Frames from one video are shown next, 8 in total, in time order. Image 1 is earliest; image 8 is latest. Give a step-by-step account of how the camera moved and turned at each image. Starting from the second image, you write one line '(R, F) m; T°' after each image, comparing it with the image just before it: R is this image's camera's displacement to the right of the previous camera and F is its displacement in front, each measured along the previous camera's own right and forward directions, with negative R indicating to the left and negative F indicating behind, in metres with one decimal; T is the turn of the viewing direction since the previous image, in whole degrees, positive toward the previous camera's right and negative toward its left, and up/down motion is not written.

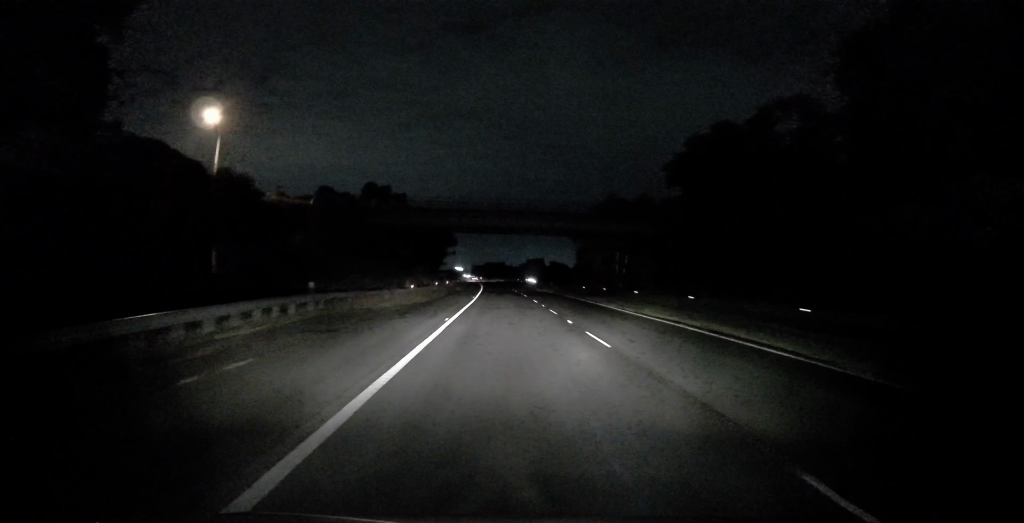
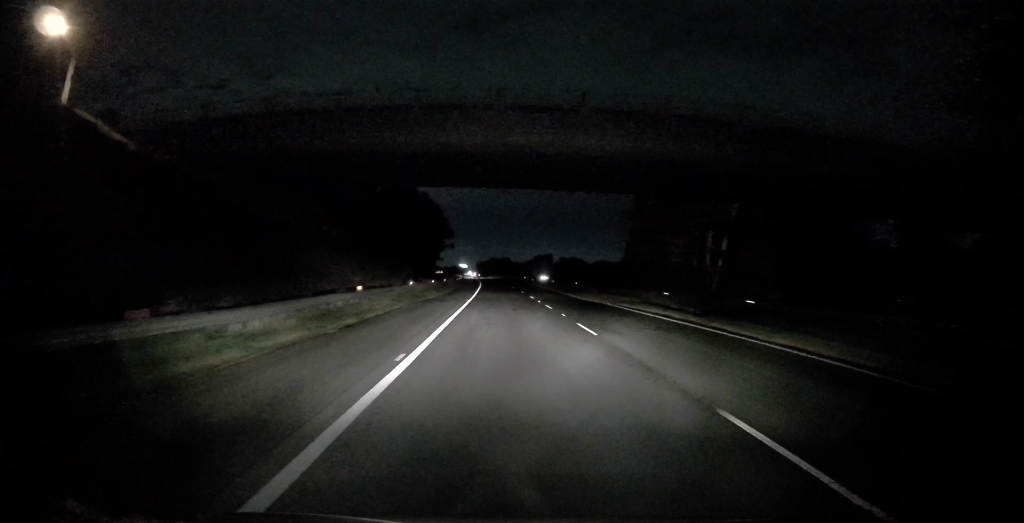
(+0.1, +42.6) m; 0°
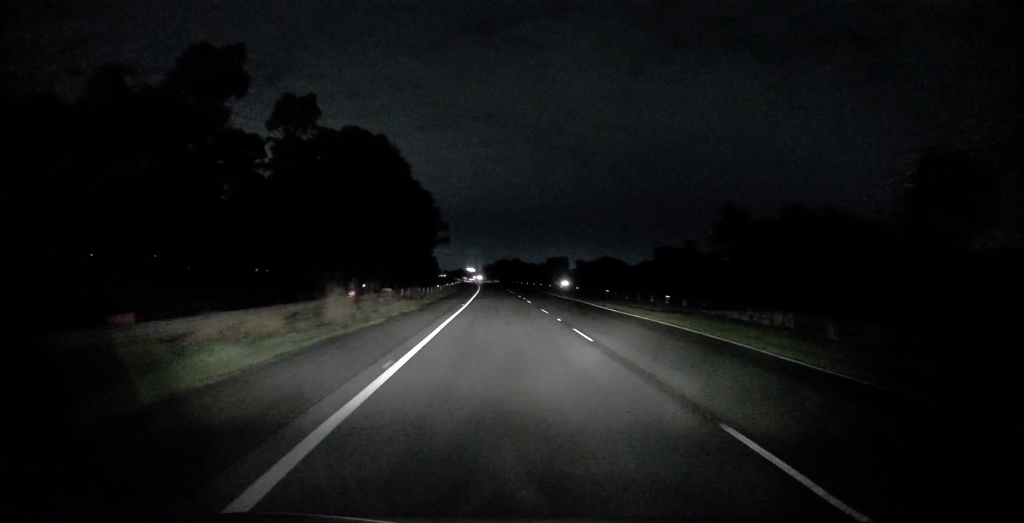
(0.0, +49.4) m; -1°
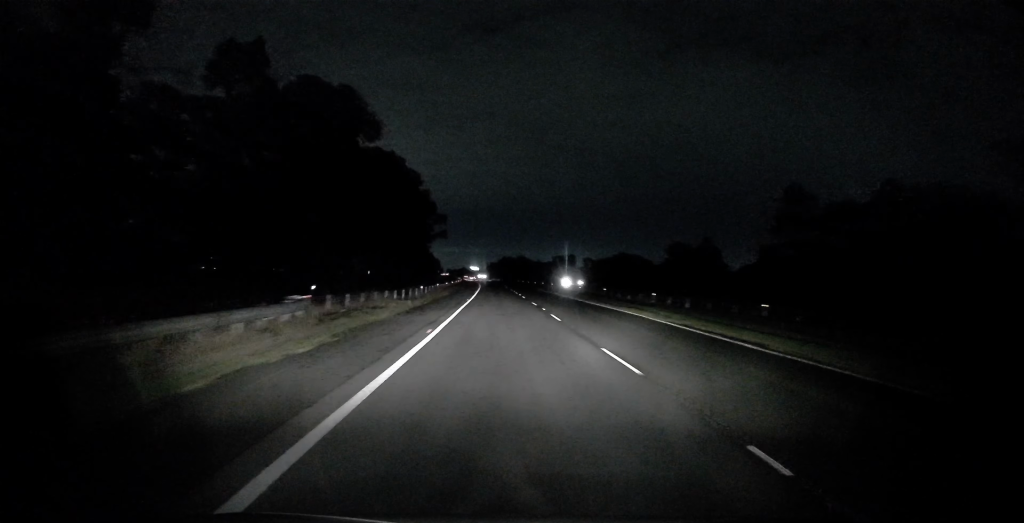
(0.0, +14.5) m; -1°
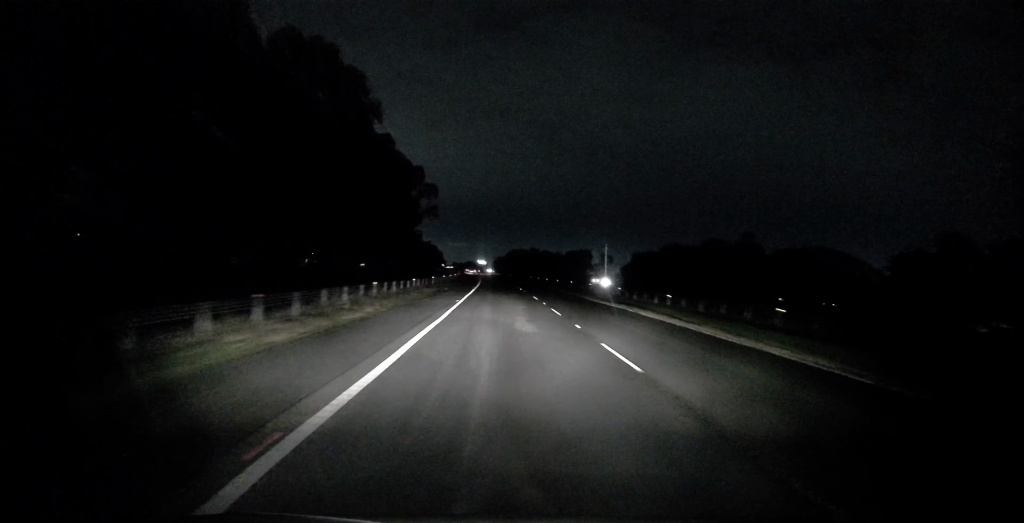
(-0.3, +26.9) m; +1°
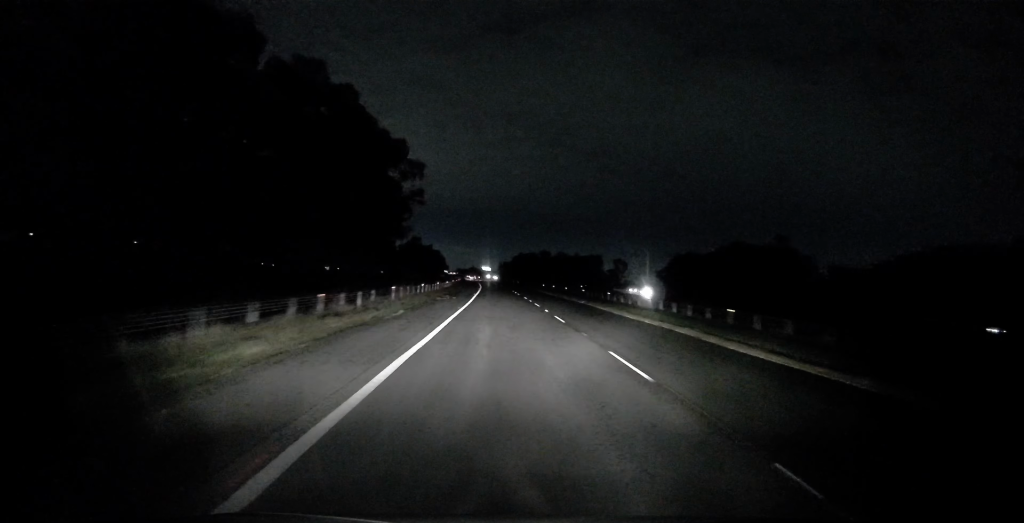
(+0.5, +19.1) m; +2°
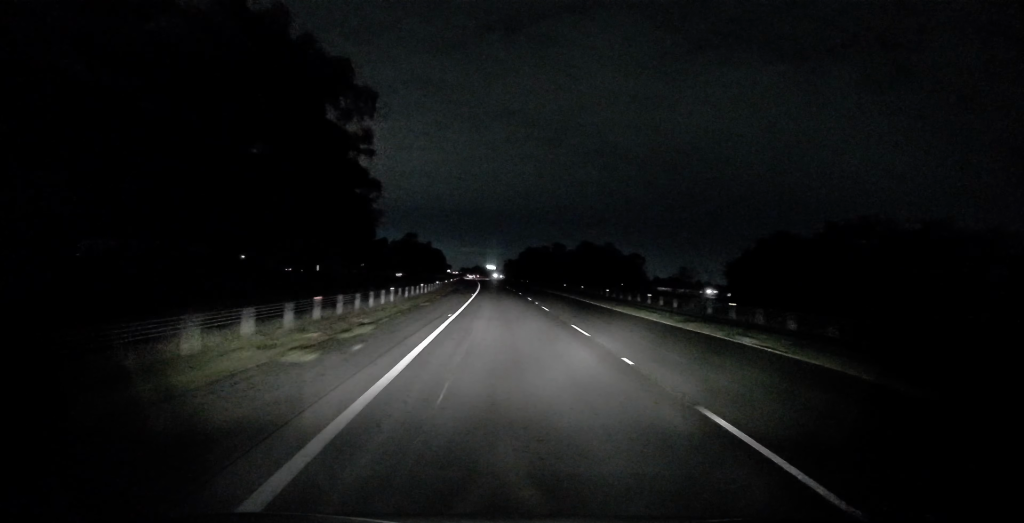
(+0.2, +26.2) m; 0°
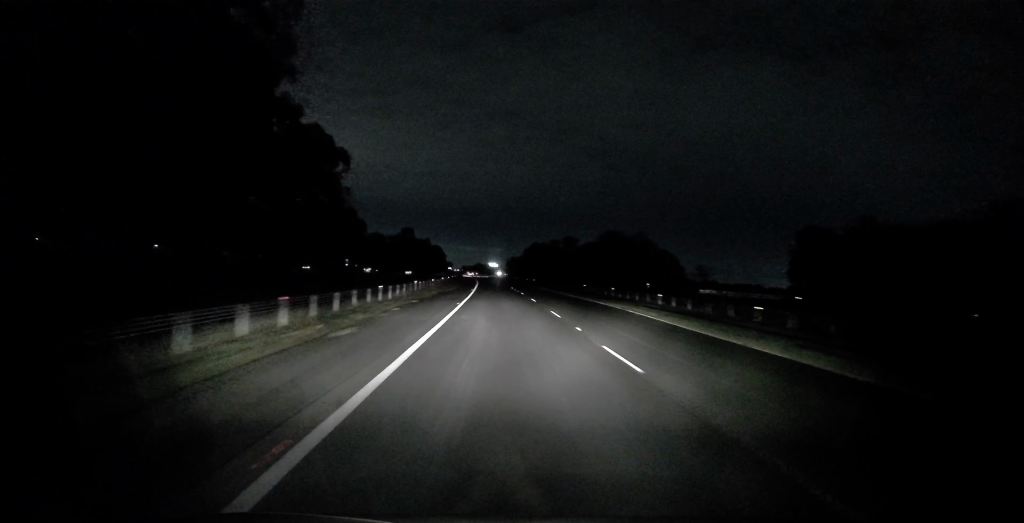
(-0.2, +17.0) m; 0°
